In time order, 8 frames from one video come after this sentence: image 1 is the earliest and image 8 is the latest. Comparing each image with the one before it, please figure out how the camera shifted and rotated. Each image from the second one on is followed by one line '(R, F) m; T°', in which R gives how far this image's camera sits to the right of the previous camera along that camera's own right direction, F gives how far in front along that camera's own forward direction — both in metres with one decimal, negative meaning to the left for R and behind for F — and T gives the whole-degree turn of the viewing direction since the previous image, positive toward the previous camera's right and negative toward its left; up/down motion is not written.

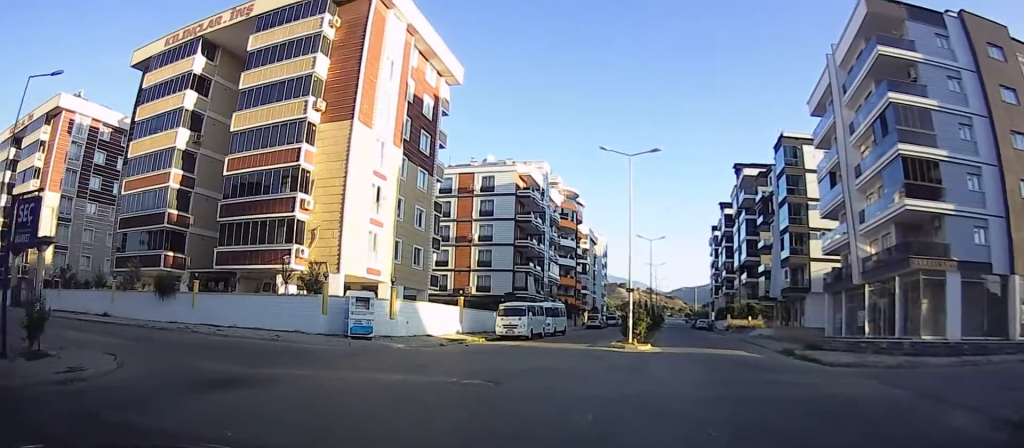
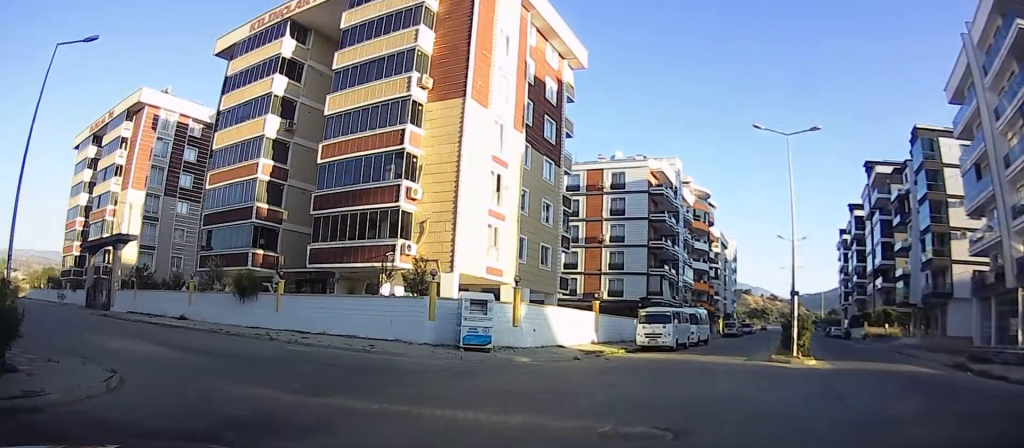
(-0.2, +4.1) m; -17°
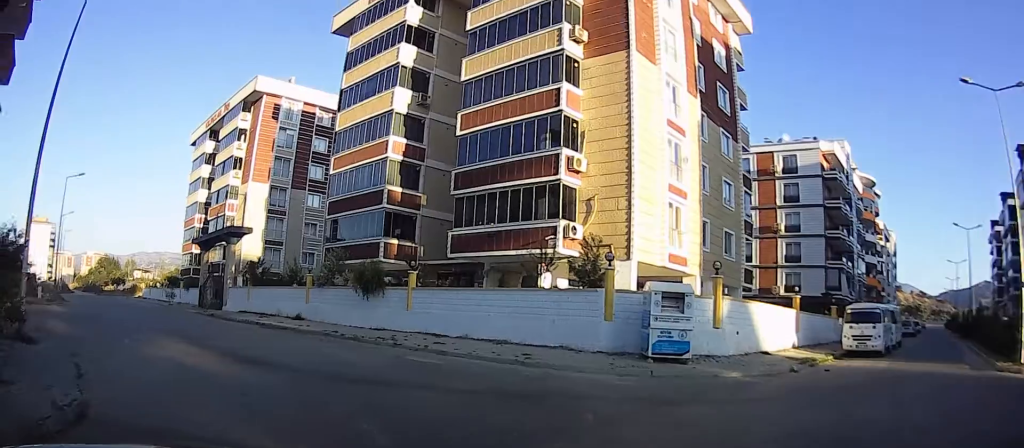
(-1.1, +4.4) m; -18°
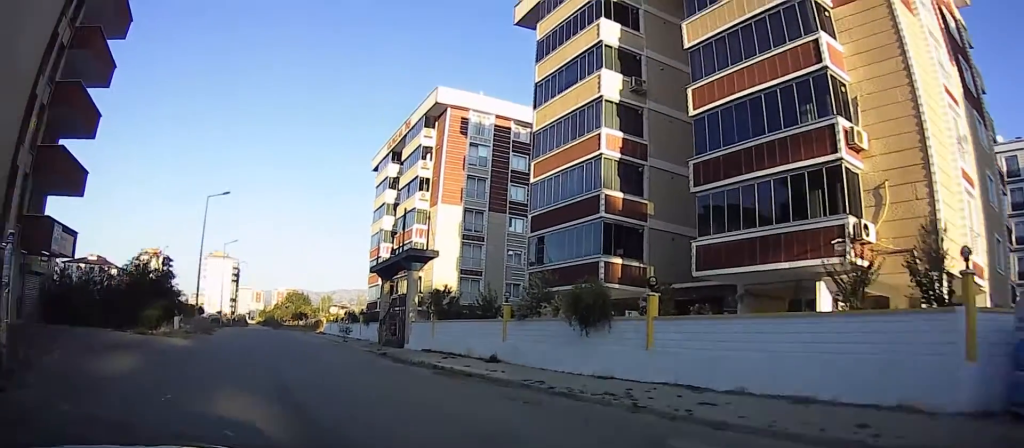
(-0.6, +6.3) m; -9°
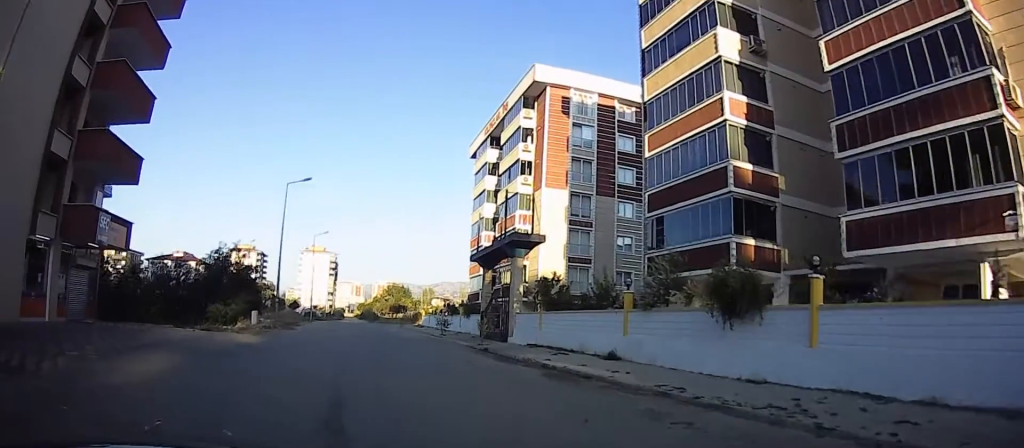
(-0.1, +3.0) m; -7°
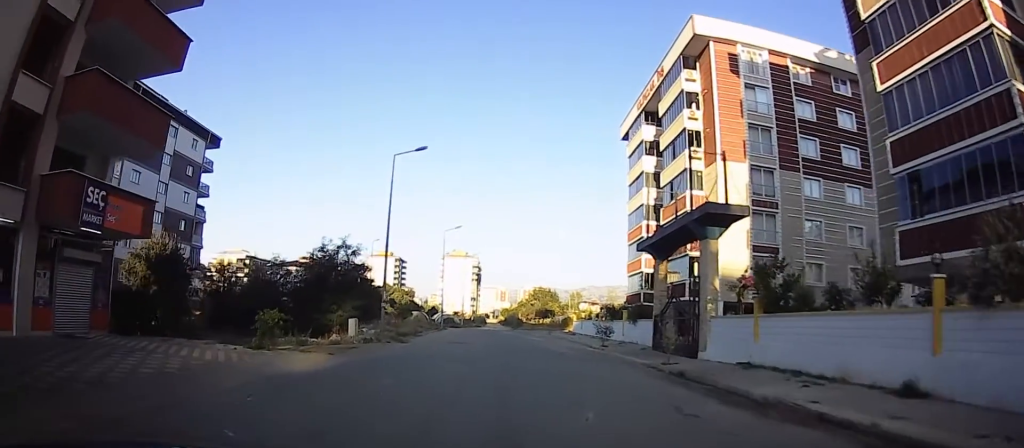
(-1.5, +7.9) m; -18°
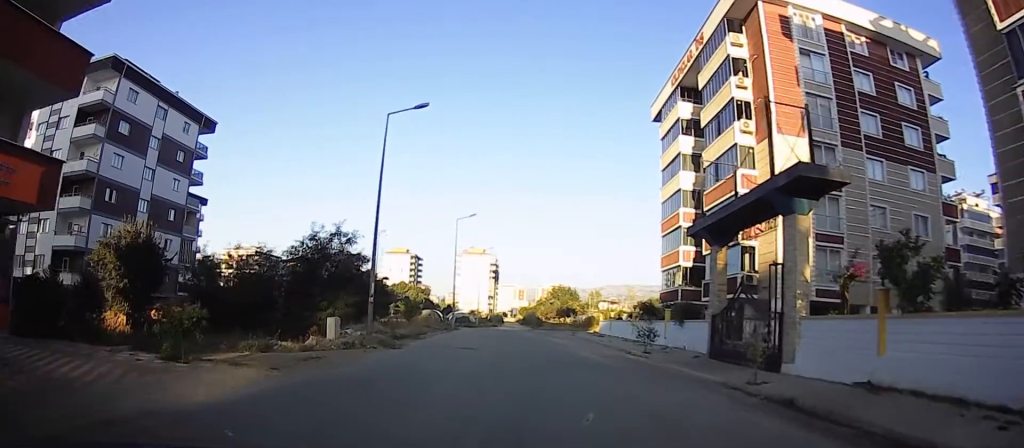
(-0.1, +5.8) m; -1°
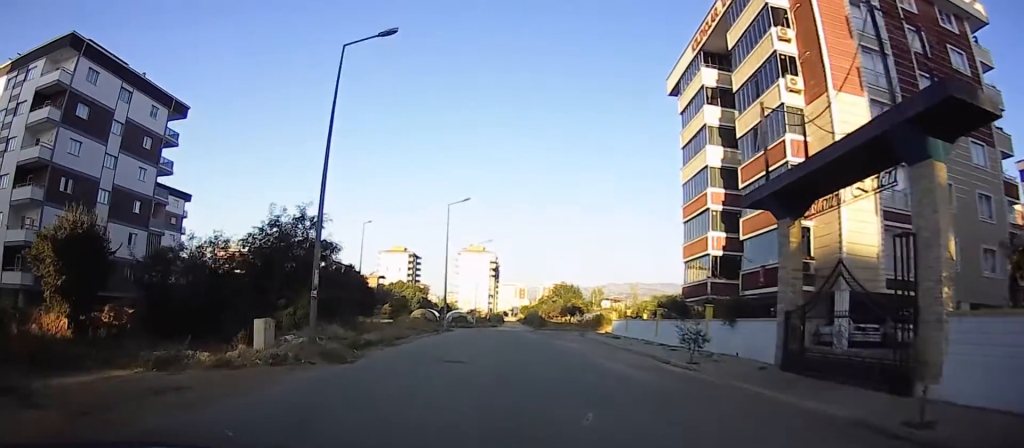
(0.0, +6.3) m; -2°
